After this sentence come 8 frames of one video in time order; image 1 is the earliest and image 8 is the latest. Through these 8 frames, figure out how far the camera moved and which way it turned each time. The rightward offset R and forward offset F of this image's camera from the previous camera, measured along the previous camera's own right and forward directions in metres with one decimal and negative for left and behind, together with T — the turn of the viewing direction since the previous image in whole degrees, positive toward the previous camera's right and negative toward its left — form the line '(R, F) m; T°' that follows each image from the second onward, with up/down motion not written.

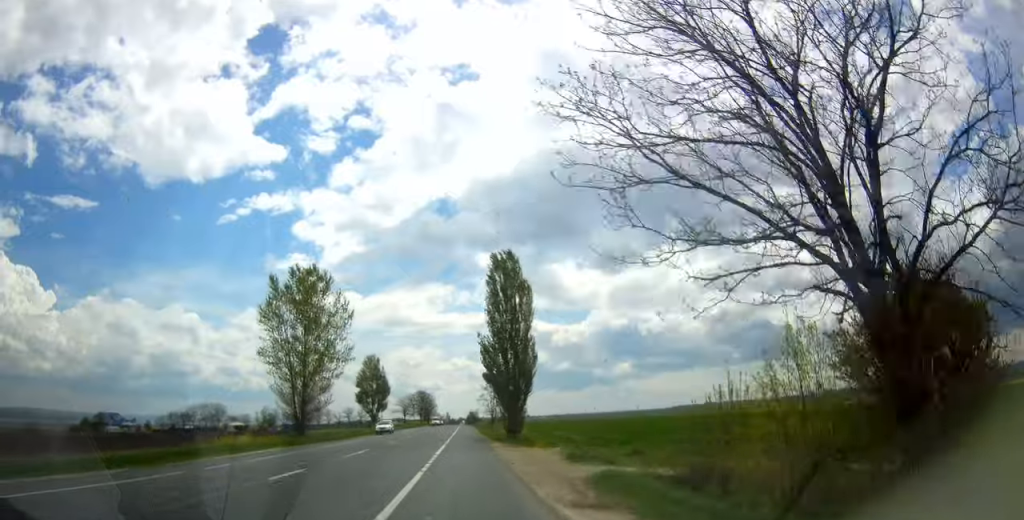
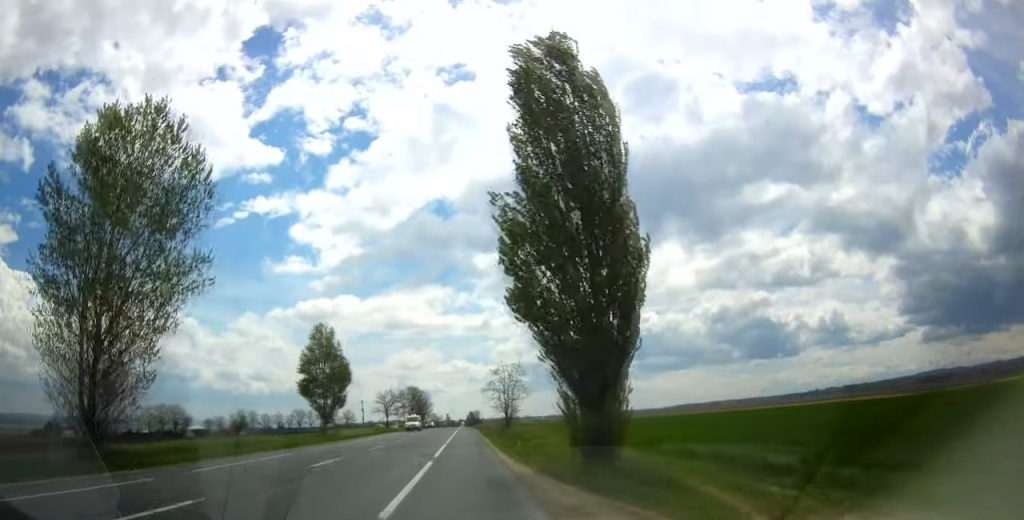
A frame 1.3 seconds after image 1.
(-0.1, +30.4) m; 0°
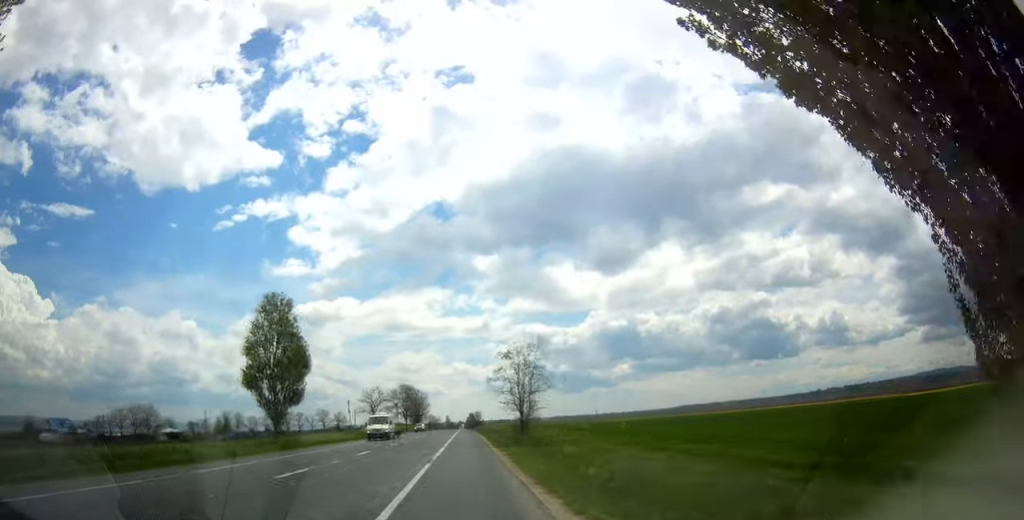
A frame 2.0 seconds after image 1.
(0.0, +15.7) m; 0°
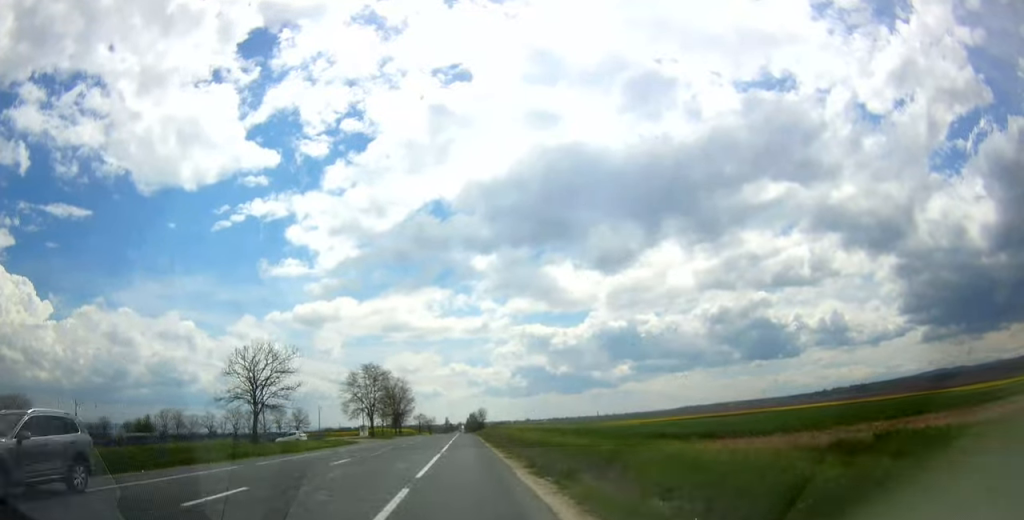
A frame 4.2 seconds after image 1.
(-0.4, +51.5) m; 0°
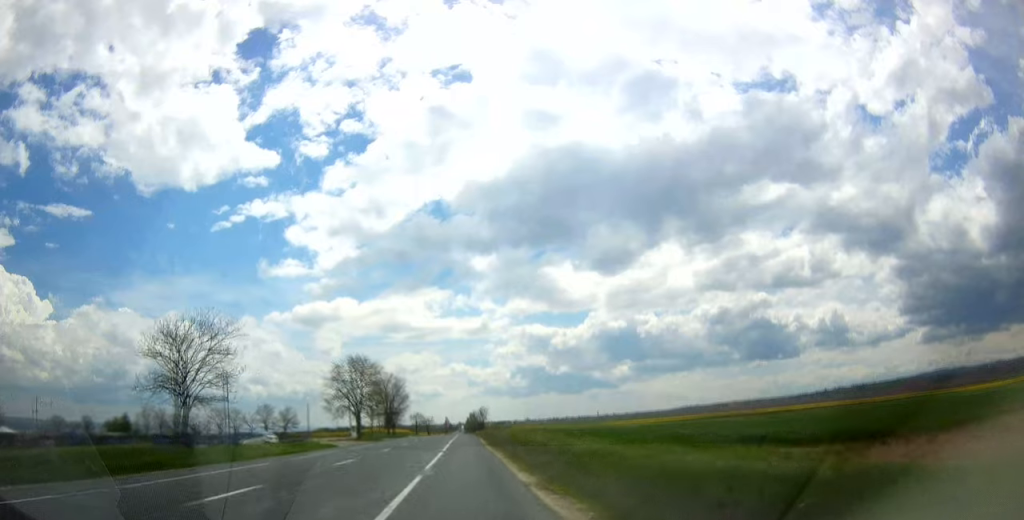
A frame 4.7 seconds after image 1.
(+0.3, +11.0) m; +1°
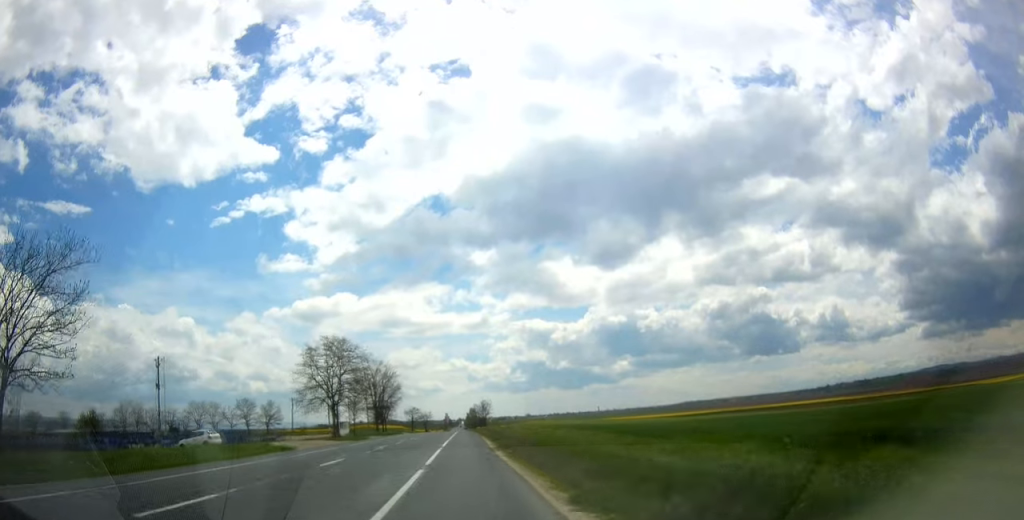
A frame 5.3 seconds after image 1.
(+0.2, +13.8) m; +1°
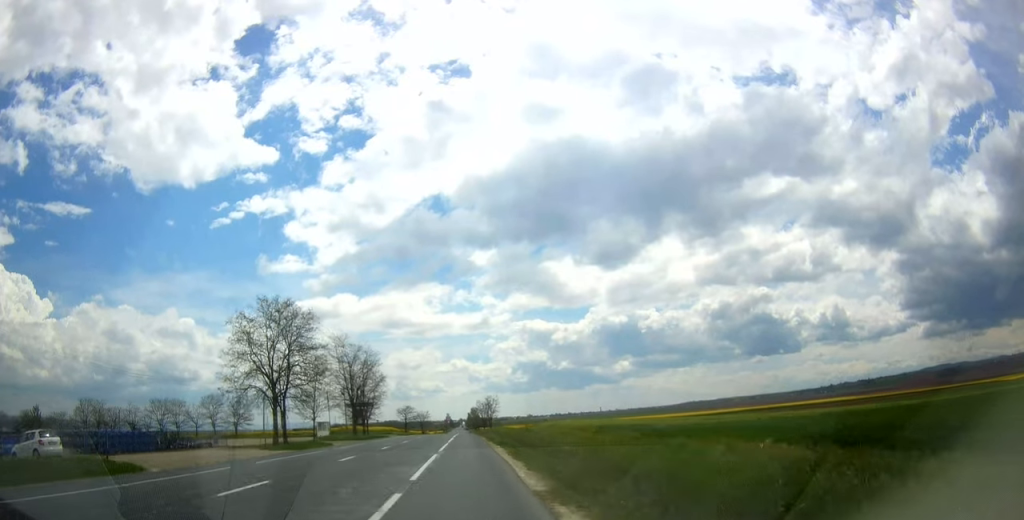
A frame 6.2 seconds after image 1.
(0.0, +20.2) m; -1°
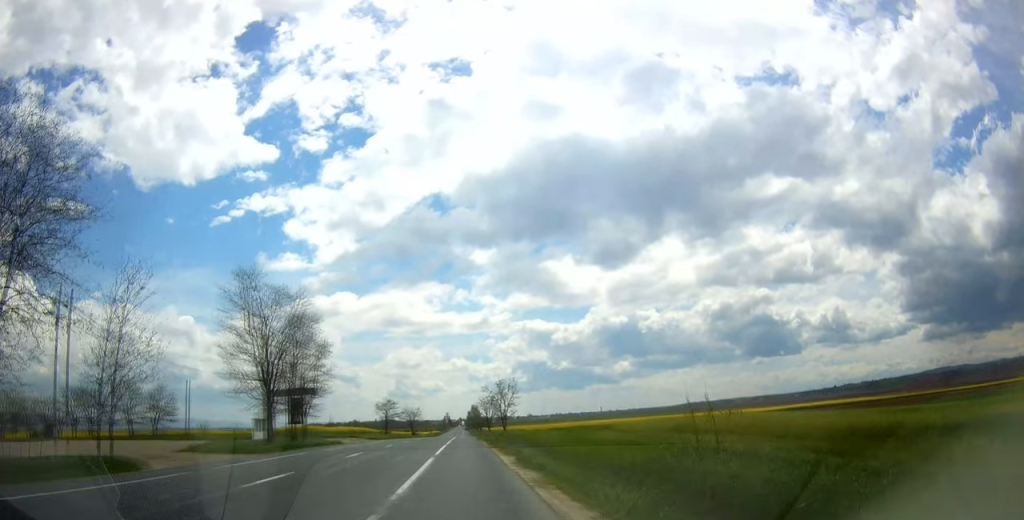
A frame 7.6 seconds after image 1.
(-0.6, +33.1) m; -1°
